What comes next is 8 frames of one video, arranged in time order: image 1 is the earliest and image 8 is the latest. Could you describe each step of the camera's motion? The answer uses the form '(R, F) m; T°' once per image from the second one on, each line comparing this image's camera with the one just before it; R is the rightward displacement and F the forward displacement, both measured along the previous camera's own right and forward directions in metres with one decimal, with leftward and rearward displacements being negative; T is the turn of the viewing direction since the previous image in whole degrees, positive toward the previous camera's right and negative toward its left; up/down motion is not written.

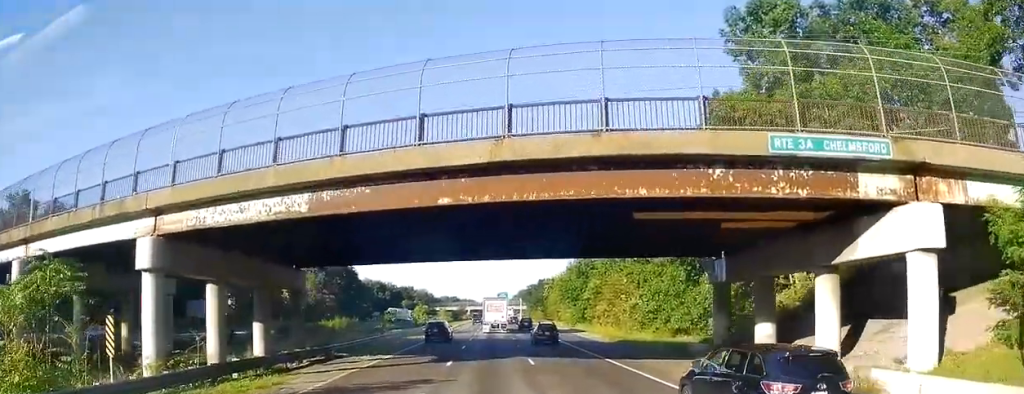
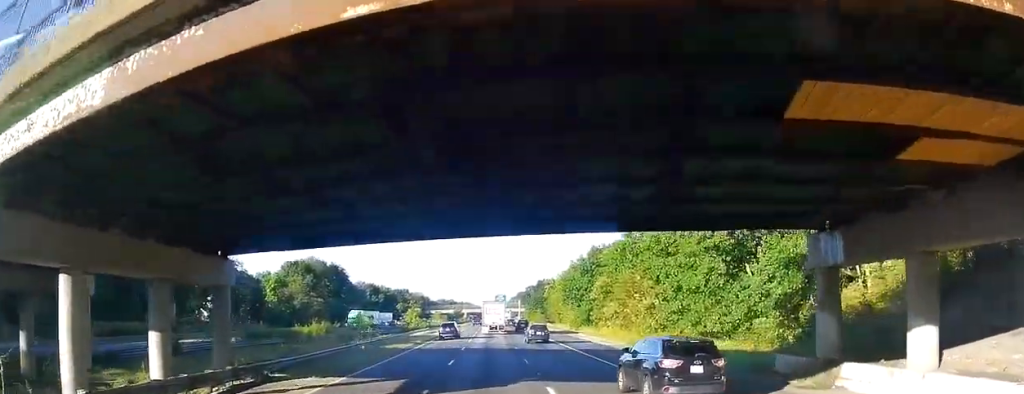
(-0.4, +10.0) m; -1°
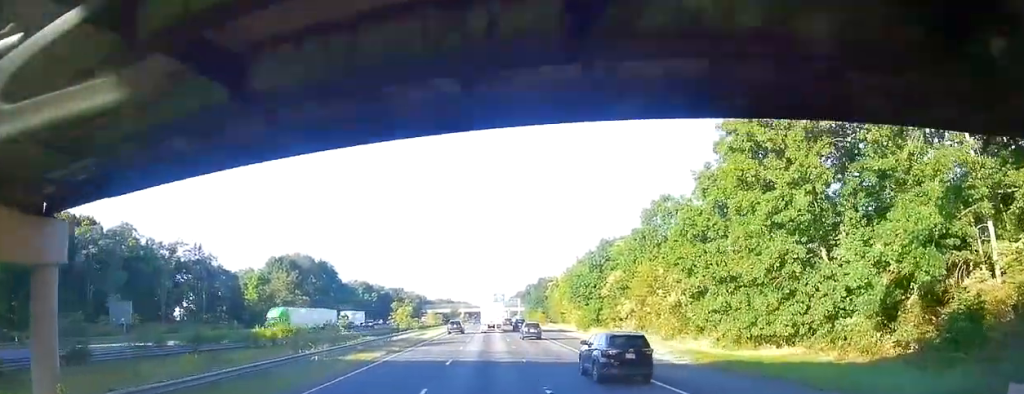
(+0.2, +11.6) m; +2°
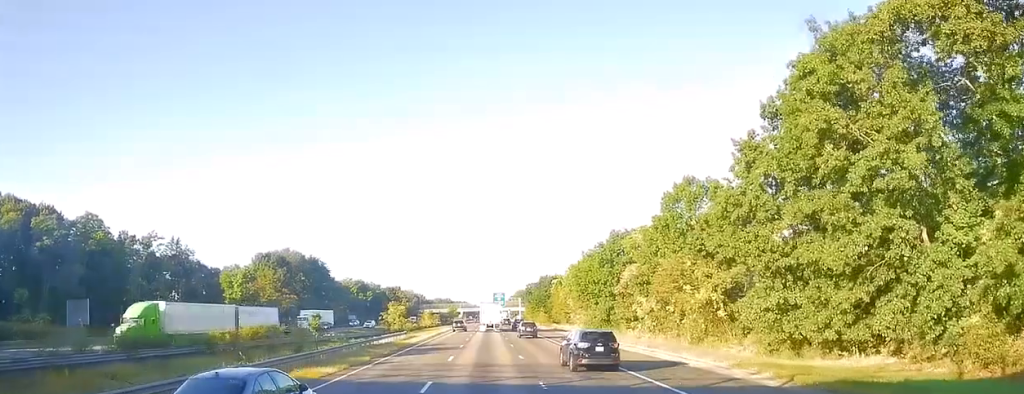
(+0.2, +9.5) m; 0°
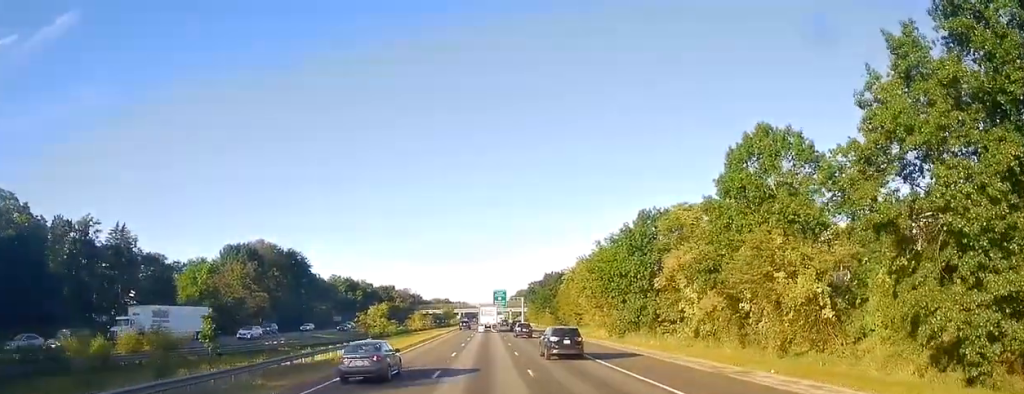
(-0.3, +19.1) m; -1°
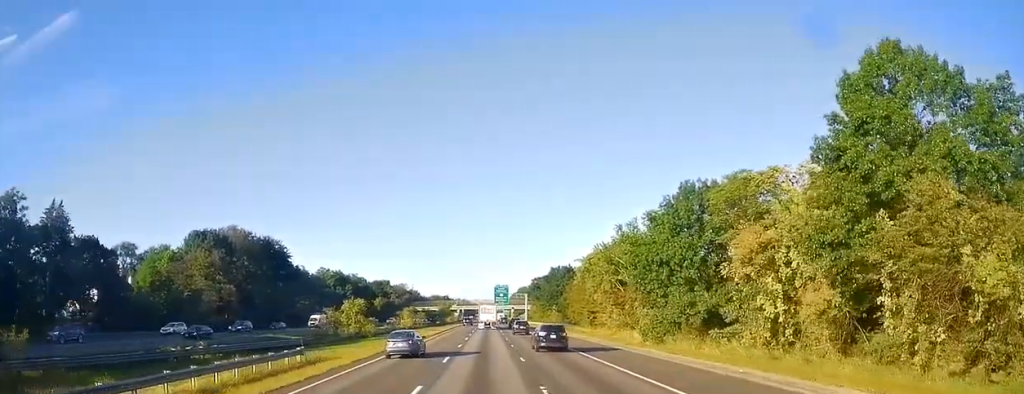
(0.0, +17.5) m; -1°
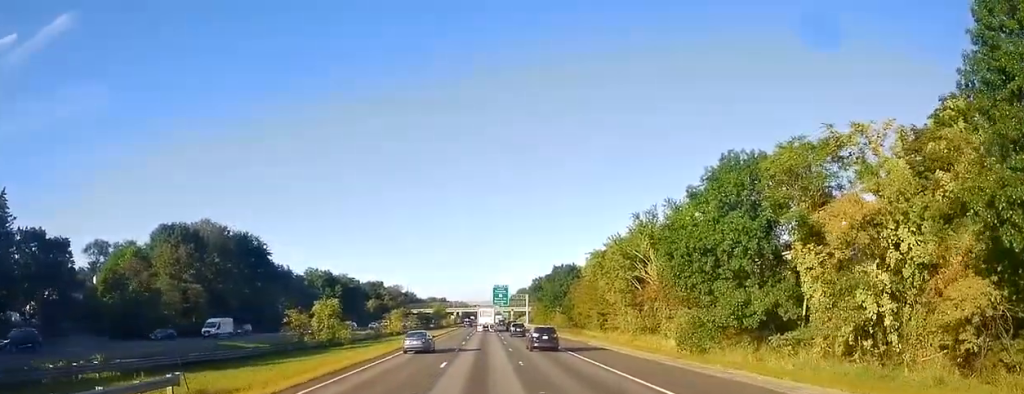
(-0.1, +13.0) m; +2°
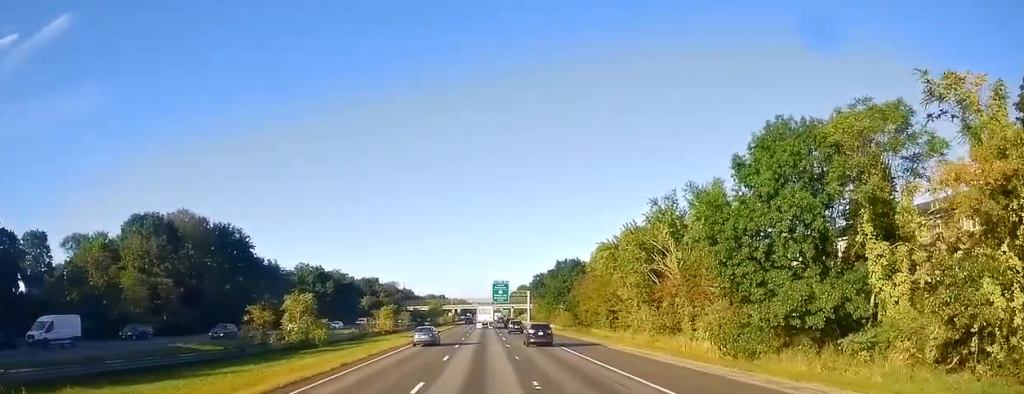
(+0.1, +9.9) m; +1°
